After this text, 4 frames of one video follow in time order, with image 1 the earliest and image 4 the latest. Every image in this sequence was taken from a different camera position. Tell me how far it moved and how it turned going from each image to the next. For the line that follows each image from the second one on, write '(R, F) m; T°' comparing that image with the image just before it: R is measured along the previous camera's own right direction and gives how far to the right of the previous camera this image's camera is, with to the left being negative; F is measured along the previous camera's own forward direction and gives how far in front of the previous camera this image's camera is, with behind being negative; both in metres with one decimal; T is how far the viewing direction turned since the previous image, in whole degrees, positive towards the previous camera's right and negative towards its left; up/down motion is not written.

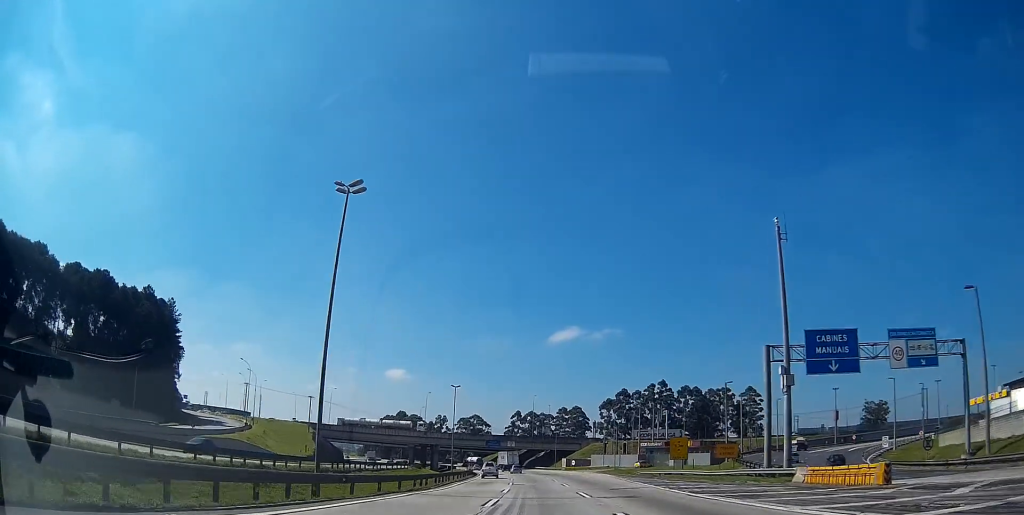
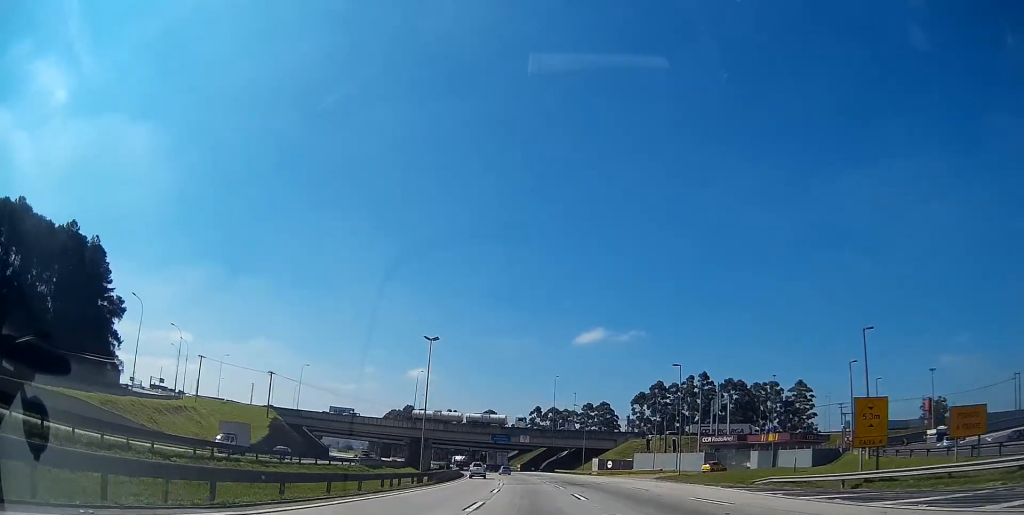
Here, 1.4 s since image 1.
(-0.5, +38.9) m; -1°
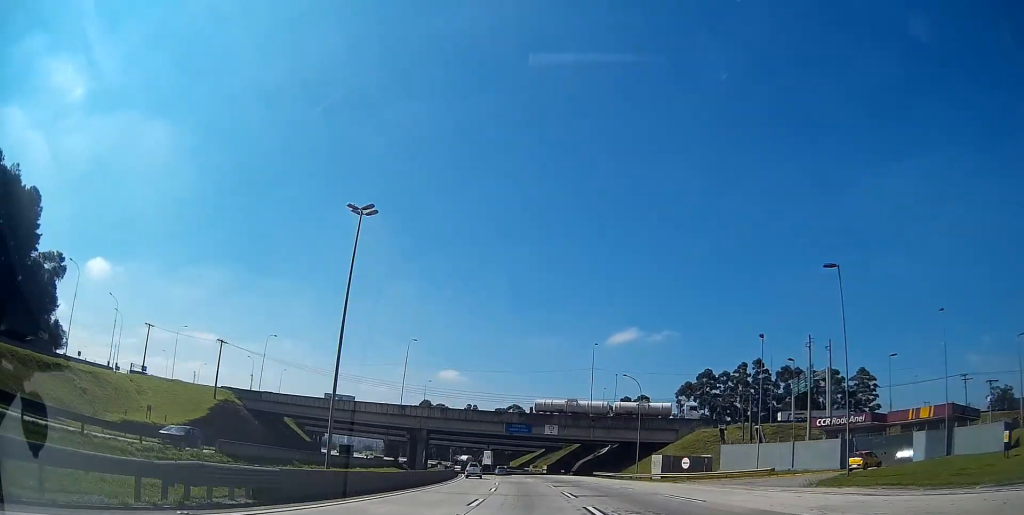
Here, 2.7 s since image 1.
(-0.3, +34.9) m; -2°
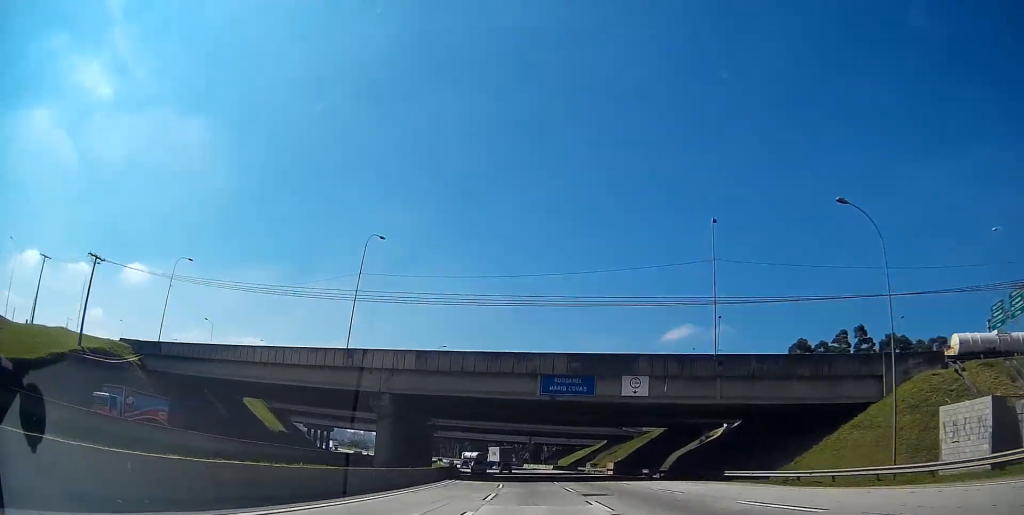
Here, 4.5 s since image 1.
(-1.5, +47.6) m; -3°
